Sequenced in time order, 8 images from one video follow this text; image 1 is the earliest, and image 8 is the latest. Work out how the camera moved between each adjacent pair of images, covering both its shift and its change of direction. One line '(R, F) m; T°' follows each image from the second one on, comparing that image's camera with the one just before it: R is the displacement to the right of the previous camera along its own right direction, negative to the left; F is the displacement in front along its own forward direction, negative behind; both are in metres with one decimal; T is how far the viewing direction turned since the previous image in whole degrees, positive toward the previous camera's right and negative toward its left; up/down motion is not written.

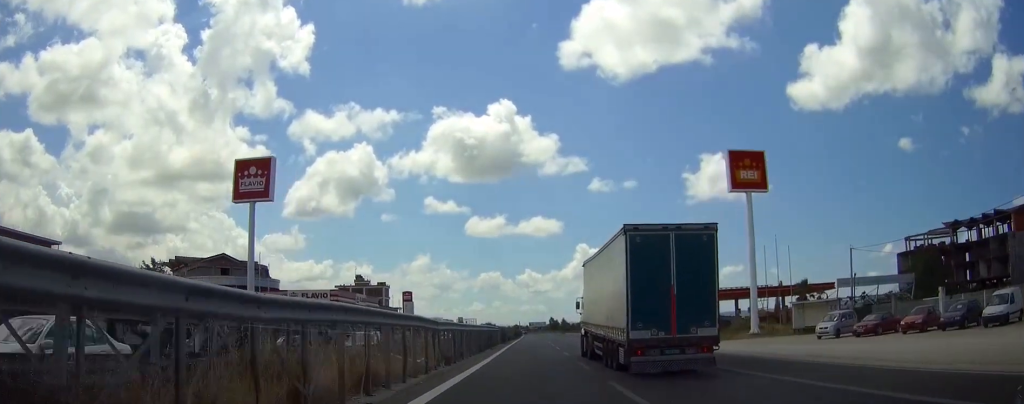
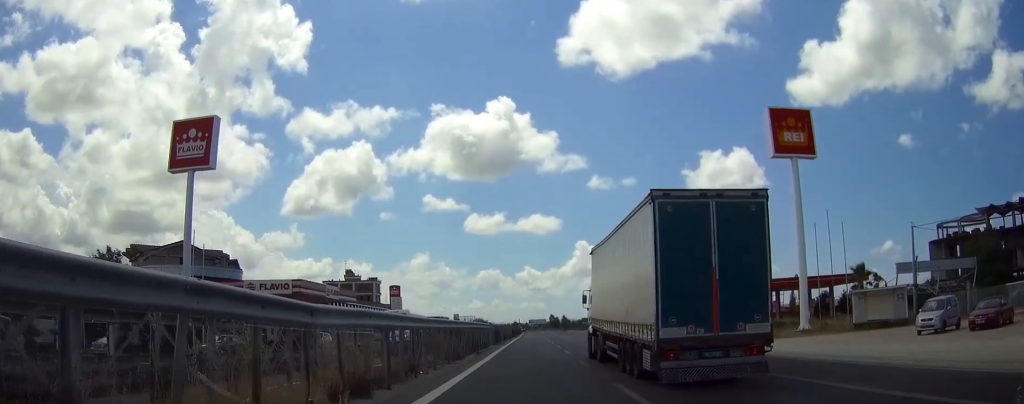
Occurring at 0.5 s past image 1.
(0.0, +12.4) m; 0°
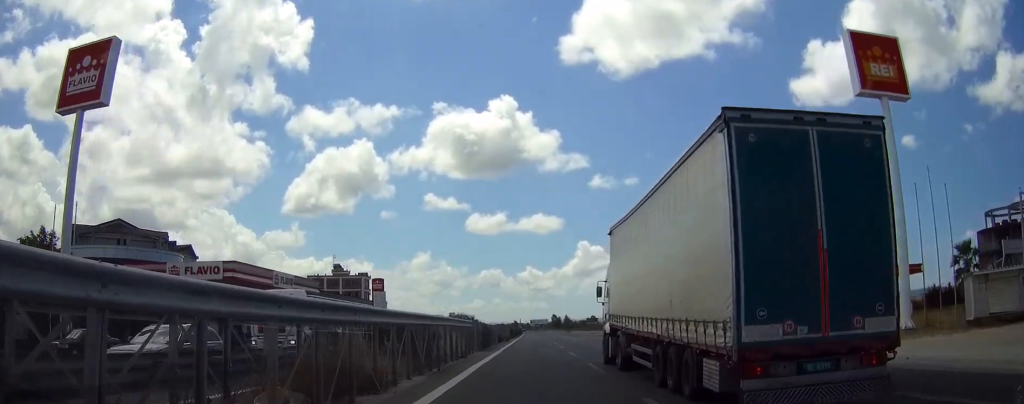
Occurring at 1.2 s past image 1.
(0.0, +15.2) m; 0°
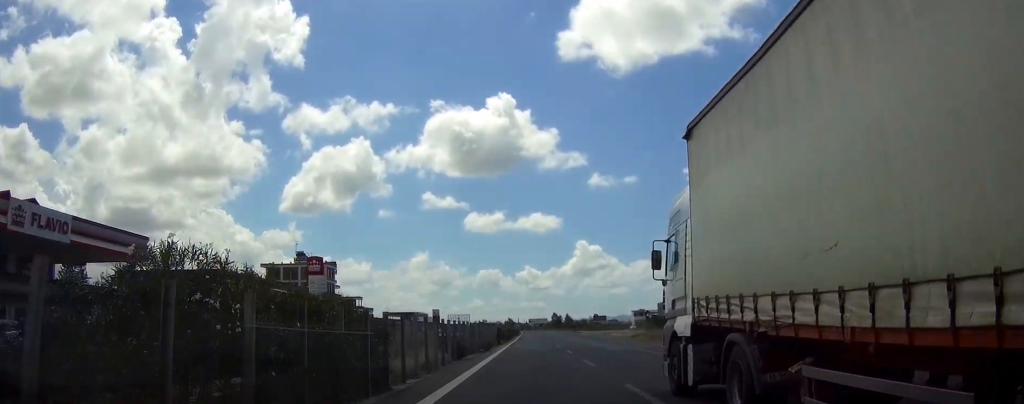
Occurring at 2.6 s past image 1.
(-0.1, +33.7) m; 0°
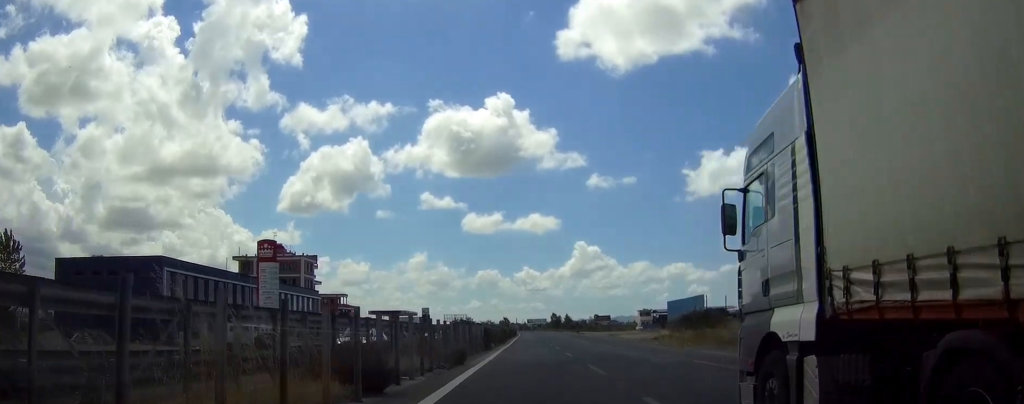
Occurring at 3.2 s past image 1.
(0.0, +15.8) m; 0°
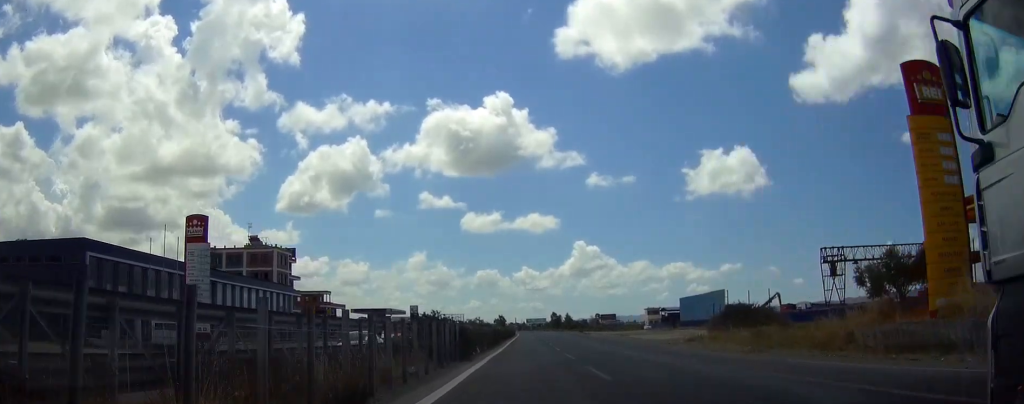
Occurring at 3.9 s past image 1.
(+0.1, +15.6) m; 0°
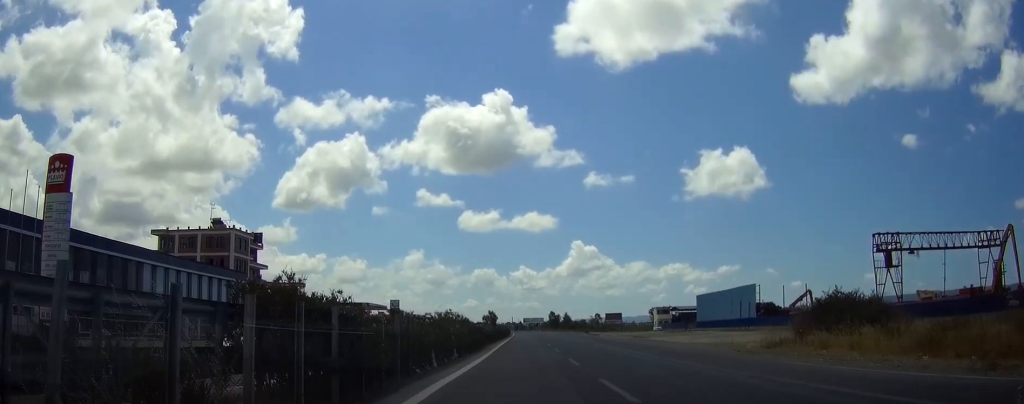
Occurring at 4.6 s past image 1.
(-0.1, +18.5) m; 0°
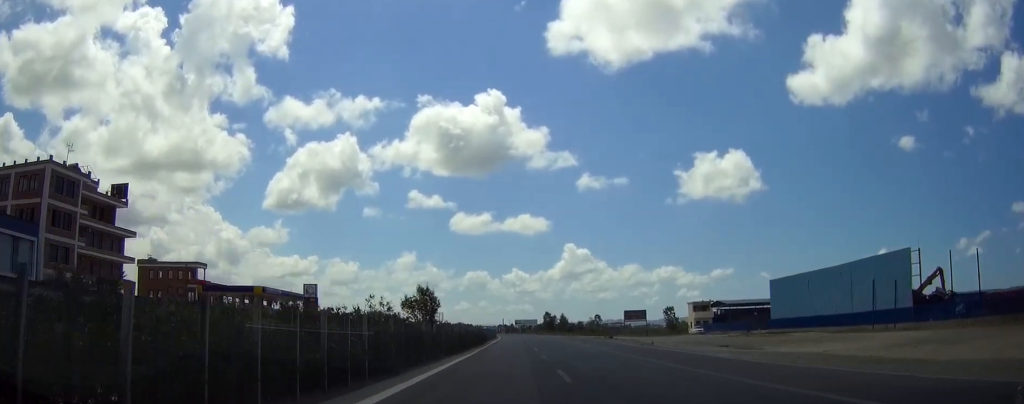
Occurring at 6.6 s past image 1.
(+0.4, +46.9) m; +1°
